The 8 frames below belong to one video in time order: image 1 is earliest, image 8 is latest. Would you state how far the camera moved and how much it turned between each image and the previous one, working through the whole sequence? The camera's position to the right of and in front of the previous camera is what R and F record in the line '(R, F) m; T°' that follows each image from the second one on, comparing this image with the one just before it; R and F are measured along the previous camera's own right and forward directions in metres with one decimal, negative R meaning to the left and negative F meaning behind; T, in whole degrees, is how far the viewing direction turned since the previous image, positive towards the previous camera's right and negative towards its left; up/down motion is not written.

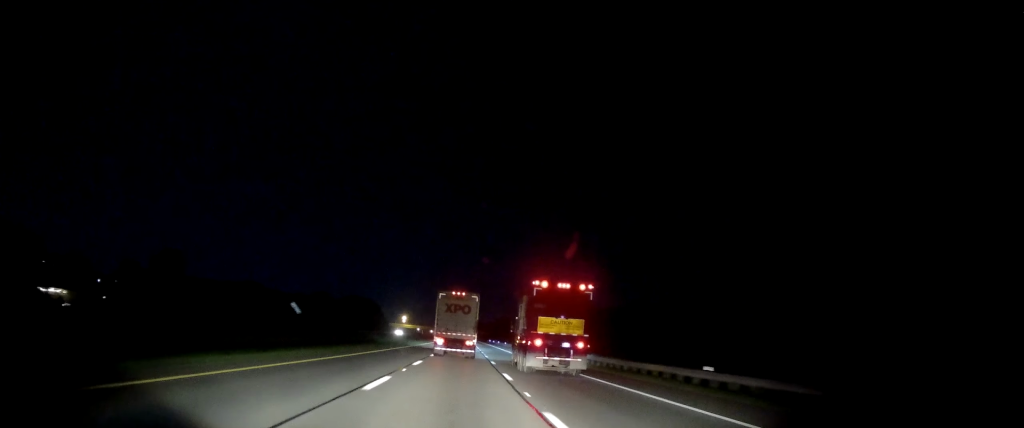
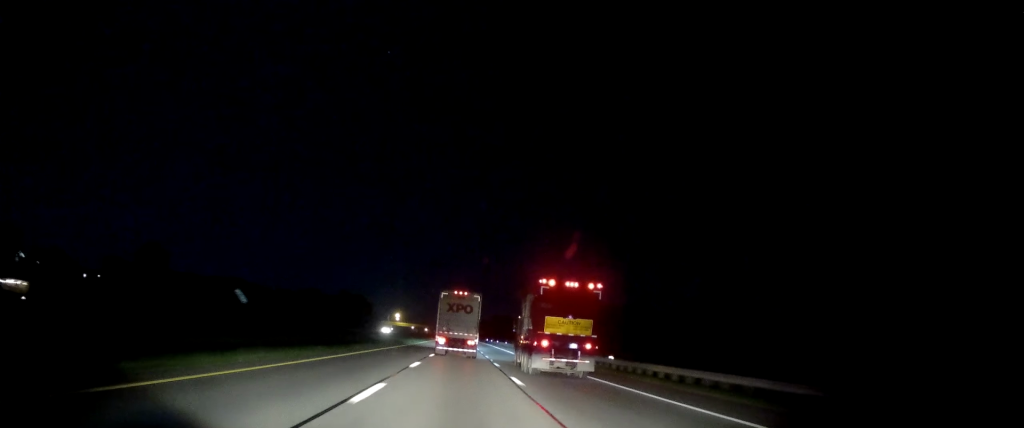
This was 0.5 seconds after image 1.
(-0.2, +14.3) m; +1°
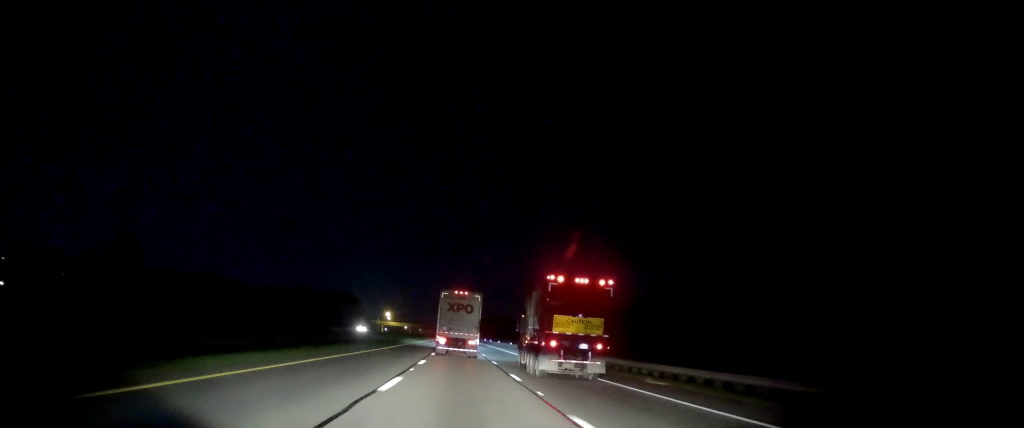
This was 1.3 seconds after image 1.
(0.0, +22.0) m; +1°
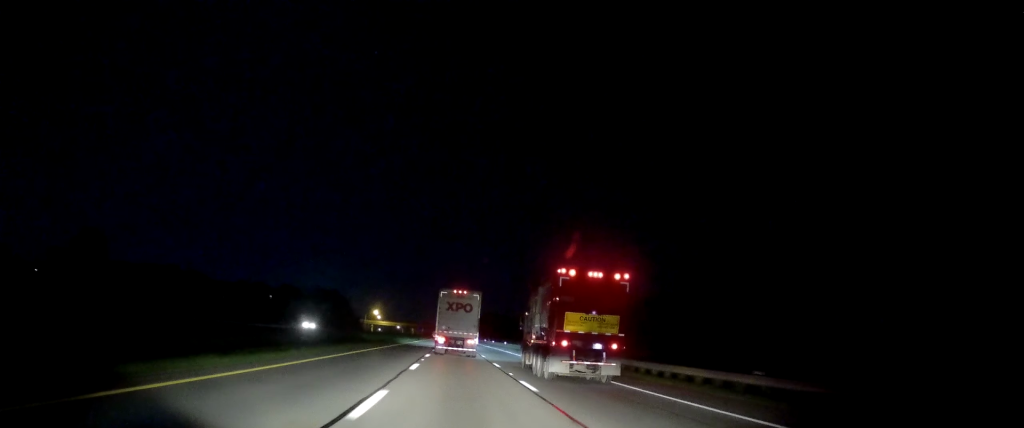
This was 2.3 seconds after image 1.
(+0.5, +28.7) m; +1°
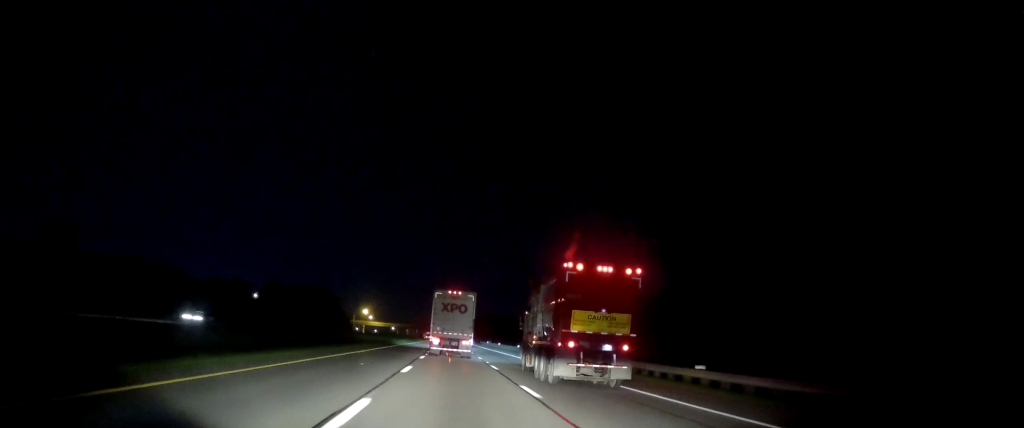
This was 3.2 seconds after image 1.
(-0.2, +25.8) m; 0°
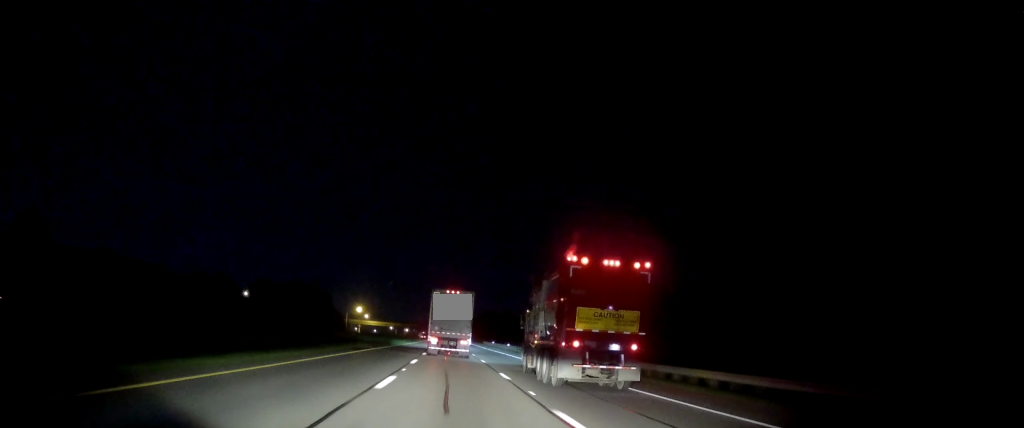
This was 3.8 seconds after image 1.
(+0.2, +18.2) m; +1°
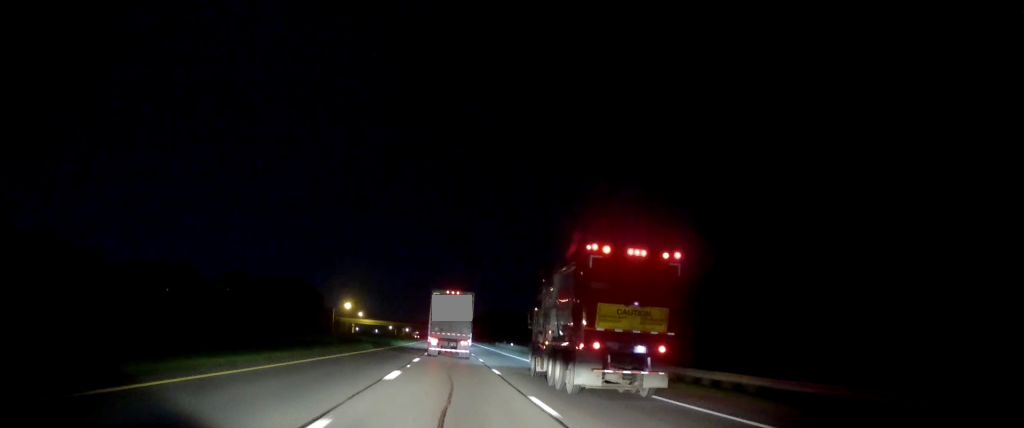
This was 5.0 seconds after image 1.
(+0.3, +34.5) m; 0°
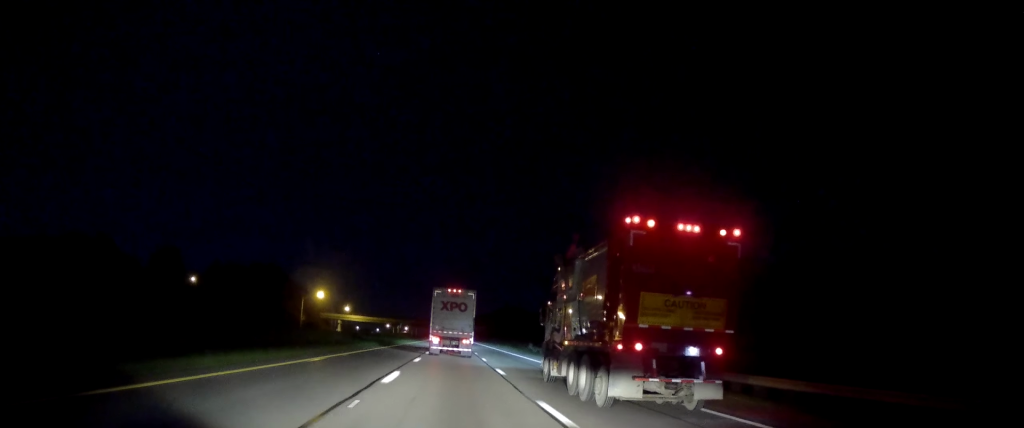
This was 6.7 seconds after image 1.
(-0.3, +50.1) m; 0°
